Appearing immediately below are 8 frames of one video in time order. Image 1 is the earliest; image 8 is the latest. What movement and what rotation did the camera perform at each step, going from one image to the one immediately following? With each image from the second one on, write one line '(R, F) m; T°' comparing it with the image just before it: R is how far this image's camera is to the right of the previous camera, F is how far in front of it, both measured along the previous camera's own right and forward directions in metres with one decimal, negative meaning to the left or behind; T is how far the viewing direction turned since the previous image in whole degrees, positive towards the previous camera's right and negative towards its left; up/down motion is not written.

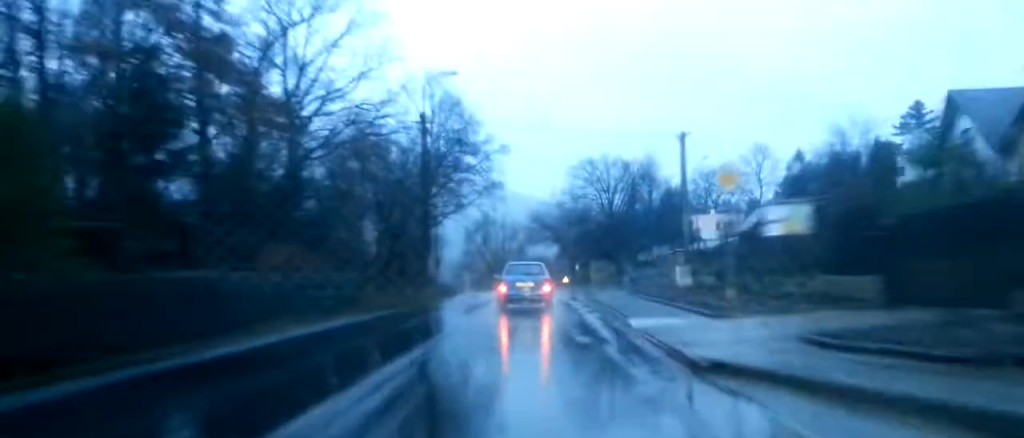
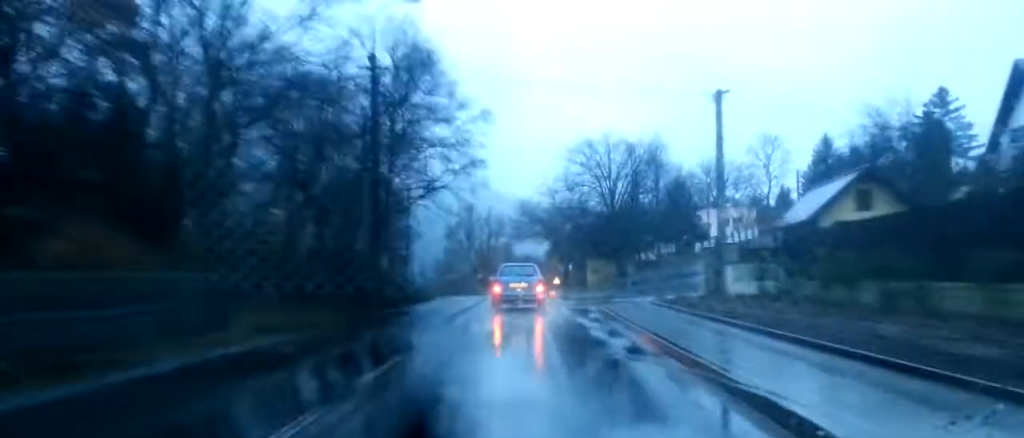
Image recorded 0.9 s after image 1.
(0.0, +11.6) m; -1°
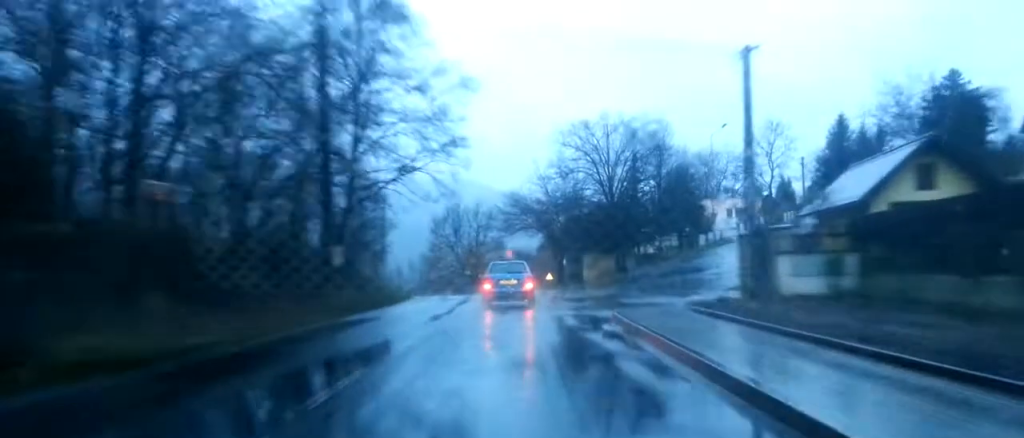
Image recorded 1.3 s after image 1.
(0.0, +6.2) m; 0°
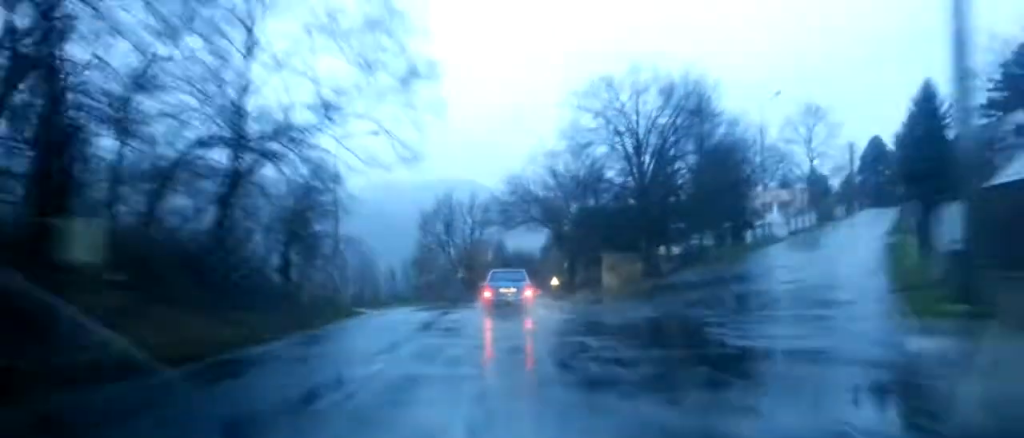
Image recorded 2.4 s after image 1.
(0.0, +14.0) m; 0°
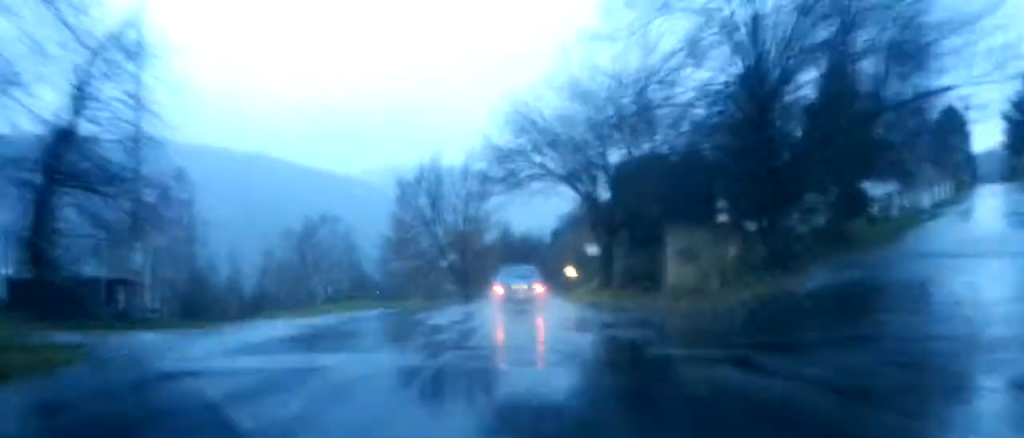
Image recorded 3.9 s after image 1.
(-0.5, +20.5) m; -2°
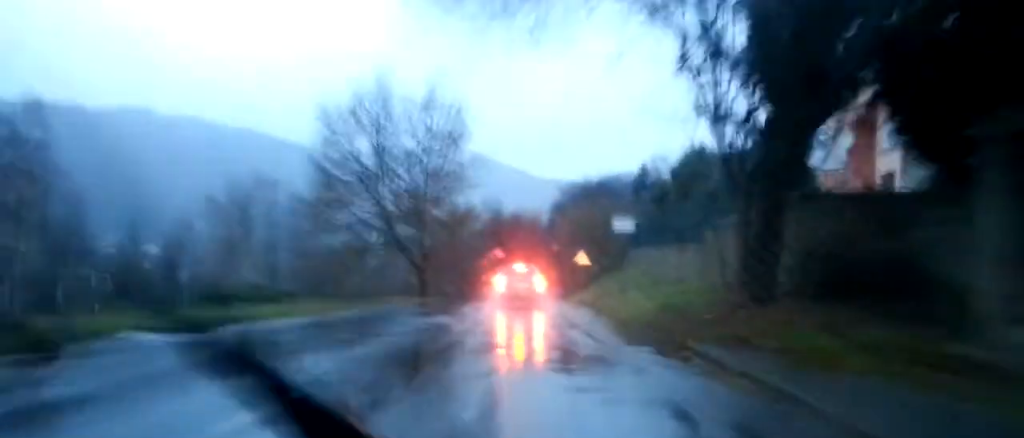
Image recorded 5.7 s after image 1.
(+0.8, +23.4) m; +2°
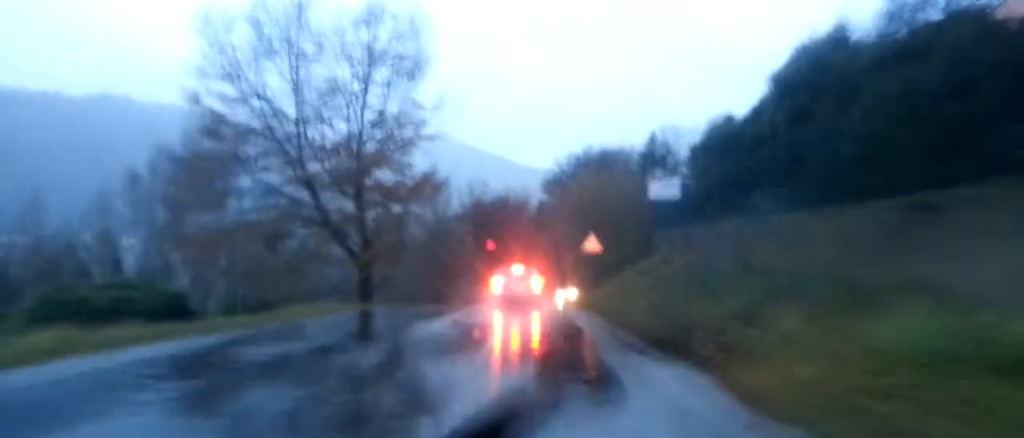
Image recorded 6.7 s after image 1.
(-0.2, +14.1) m; -1°
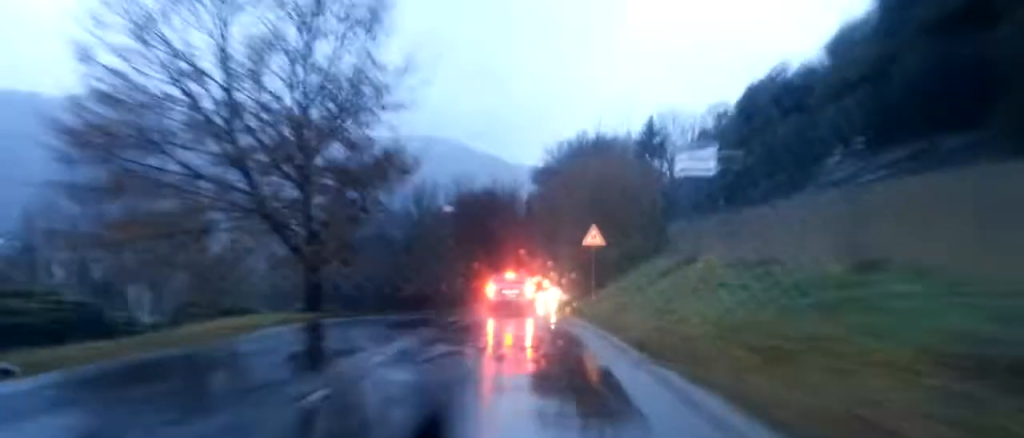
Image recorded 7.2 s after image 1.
(-0.1, +6.1) m; 0°
